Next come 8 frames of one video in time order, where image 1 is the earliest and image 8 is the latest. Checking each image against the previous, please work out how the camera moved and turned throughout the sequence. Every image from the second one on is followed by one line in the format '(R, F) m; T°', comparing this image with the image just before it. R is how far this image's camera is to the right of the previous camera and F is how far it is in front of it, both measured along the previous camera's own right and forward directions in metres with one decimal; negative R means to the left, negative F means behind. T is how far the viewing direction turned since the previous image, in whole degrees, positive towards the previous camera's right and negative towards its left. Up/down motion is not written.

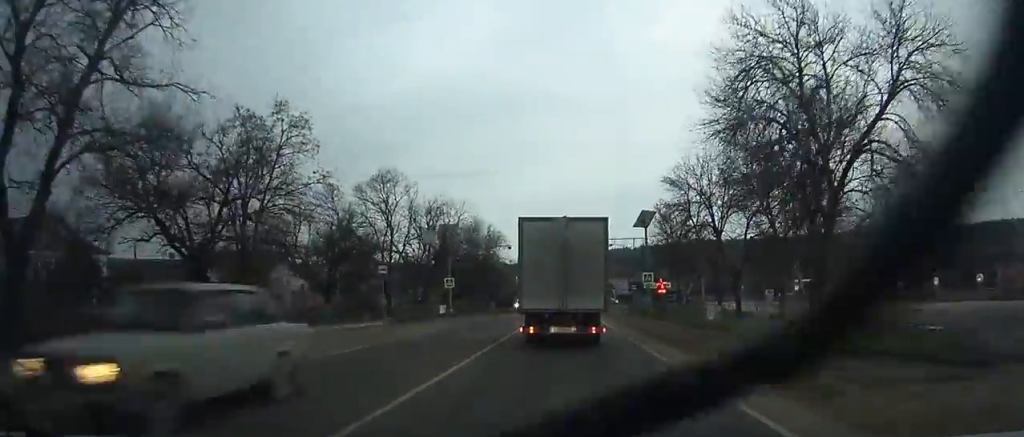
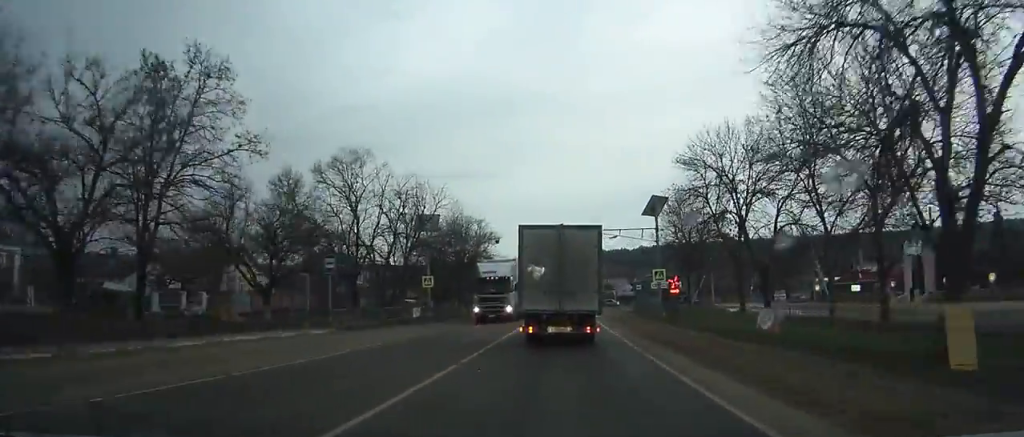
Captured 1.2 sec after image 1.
(0.0, +7.5) m; 0°
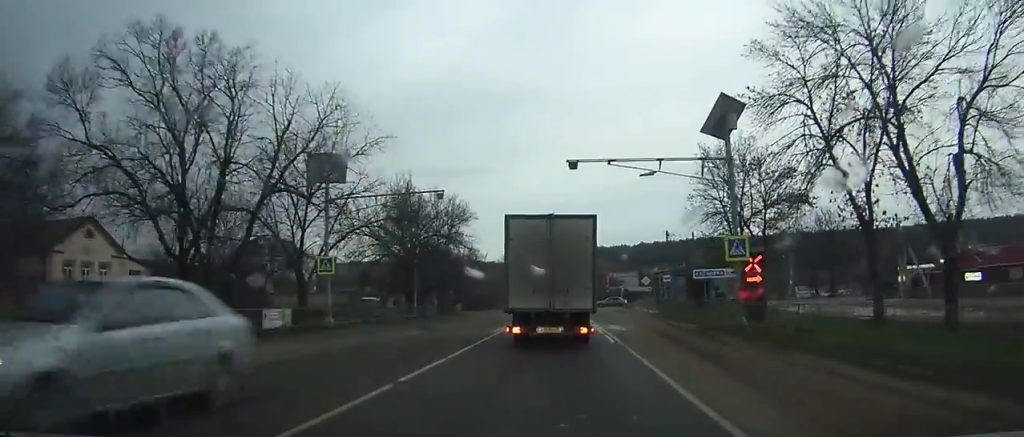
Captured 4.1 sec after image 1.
(+0.2, +16.8) m; -1°
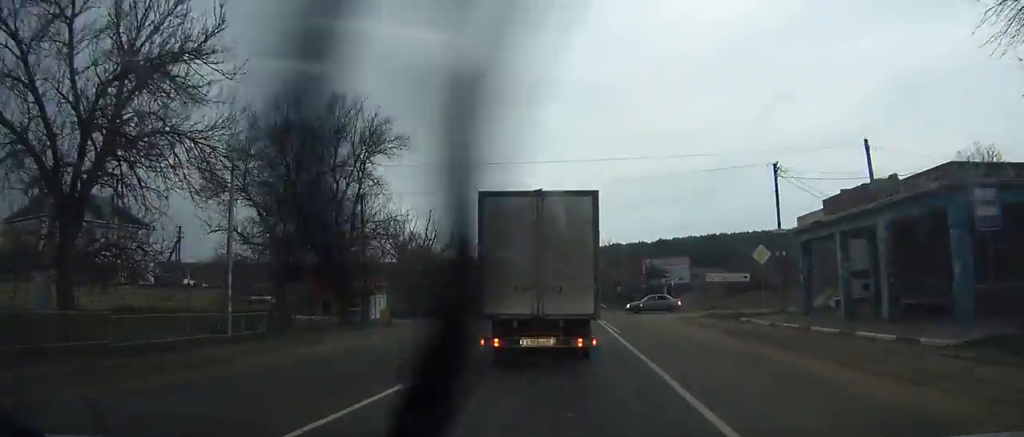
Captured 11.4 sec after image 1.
(-0.7, +37.8) m; 0°
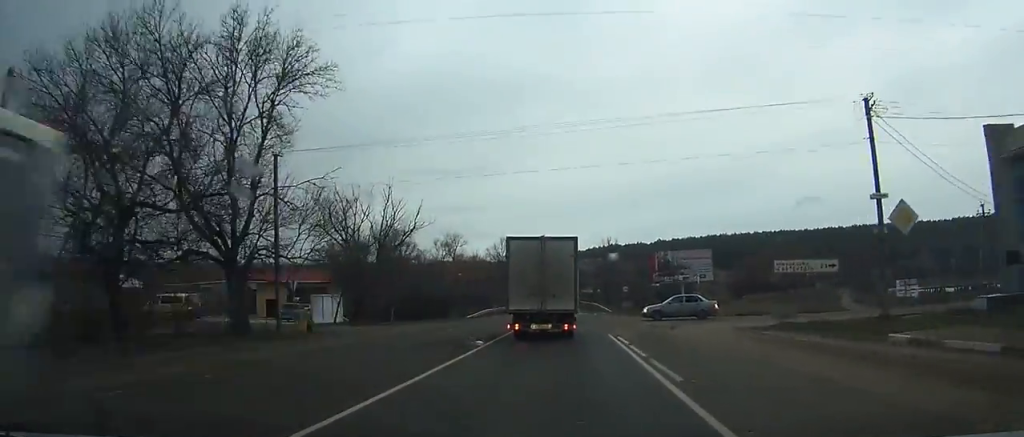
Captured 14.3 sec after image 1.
(+0.2, +20.0) m; +1°
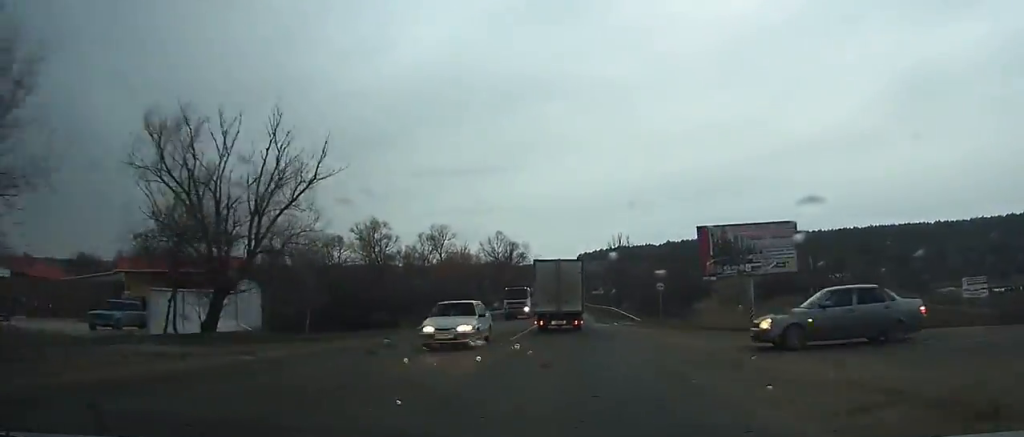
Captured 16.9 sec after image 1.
(+0.1, +24.1) m; 0°
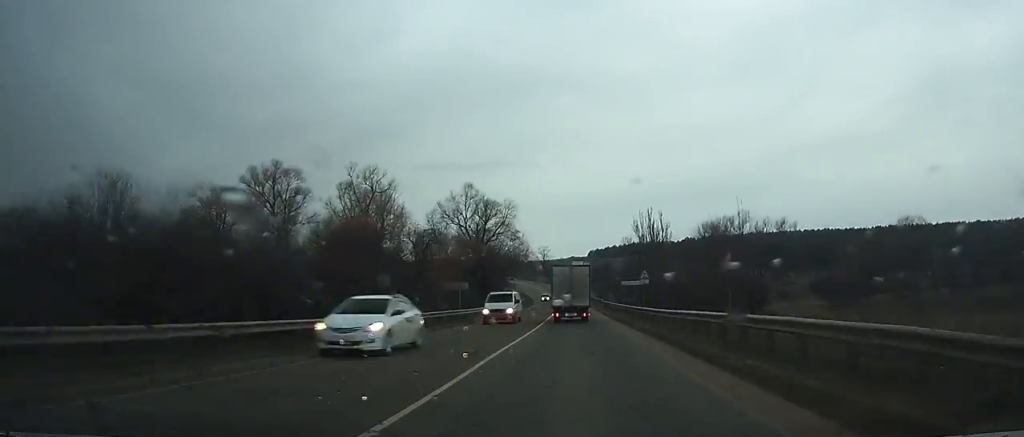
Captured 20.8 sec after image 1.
(-0.6, +50.2) m; -1°
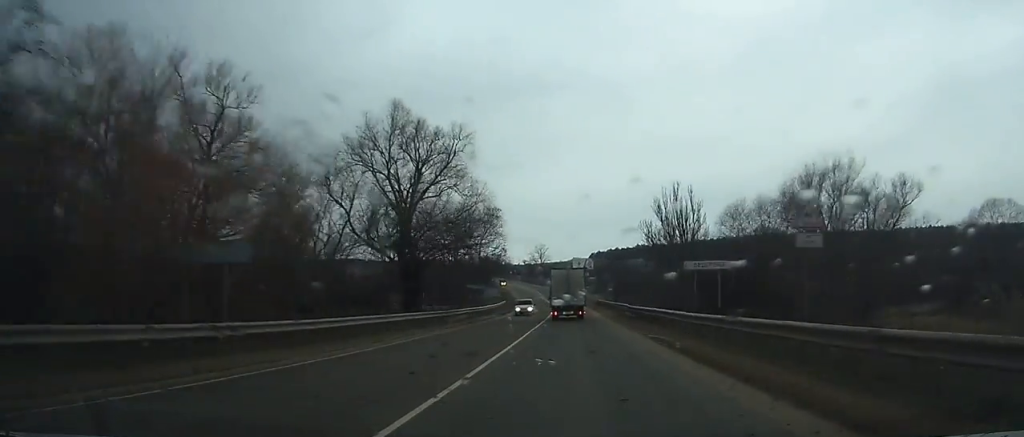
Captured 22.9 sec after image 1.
(-0.1, +33.0) m; -1°
